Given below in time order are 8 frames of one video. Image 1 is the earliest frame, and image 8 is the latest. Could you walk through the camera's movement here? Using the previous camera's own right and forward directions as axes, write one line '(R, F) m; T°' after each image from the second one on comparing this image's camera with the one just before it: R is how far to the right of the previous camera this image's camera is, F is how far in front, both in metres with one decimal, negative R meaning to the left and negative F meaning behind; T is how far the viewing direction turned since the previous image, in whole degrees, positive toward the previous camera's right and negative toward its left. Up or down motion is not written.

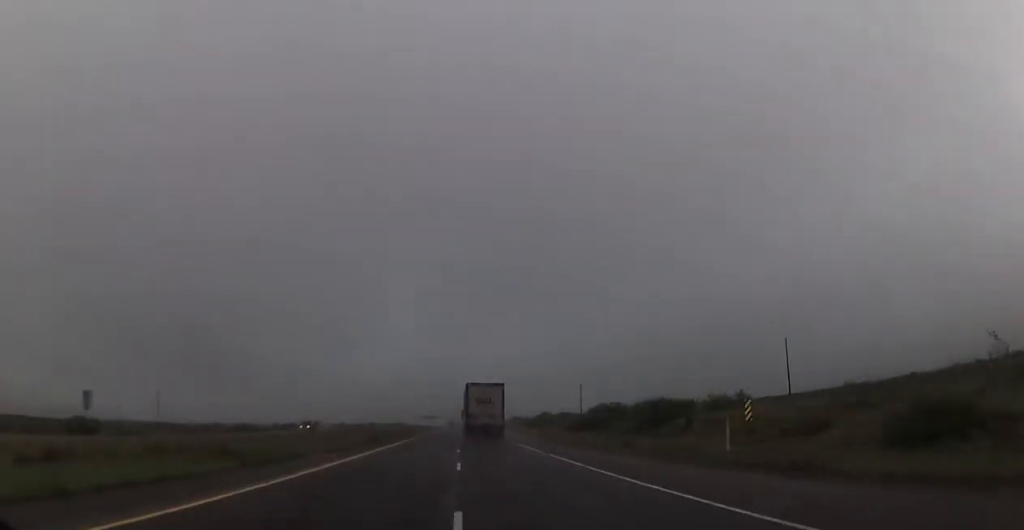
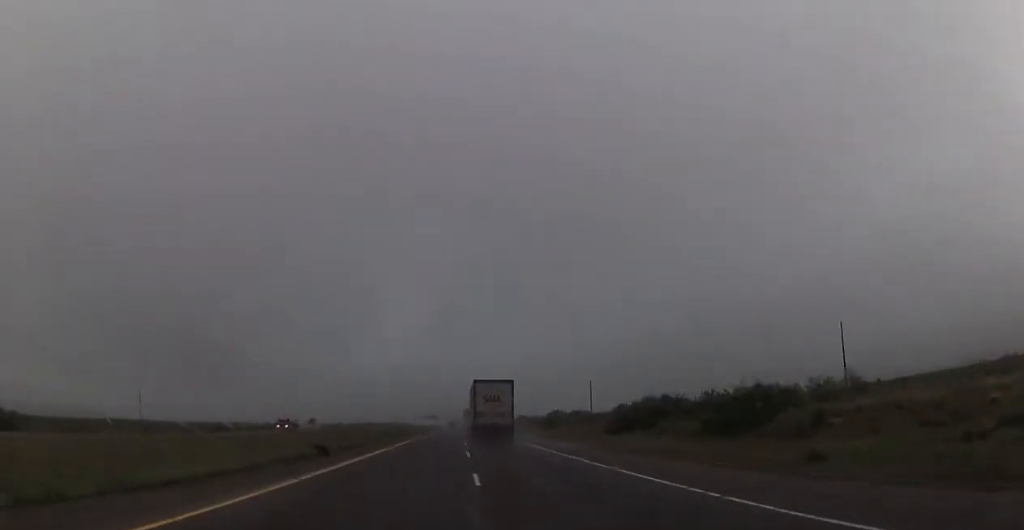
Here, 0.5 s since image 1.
(0.0, +17.1) m; 0°
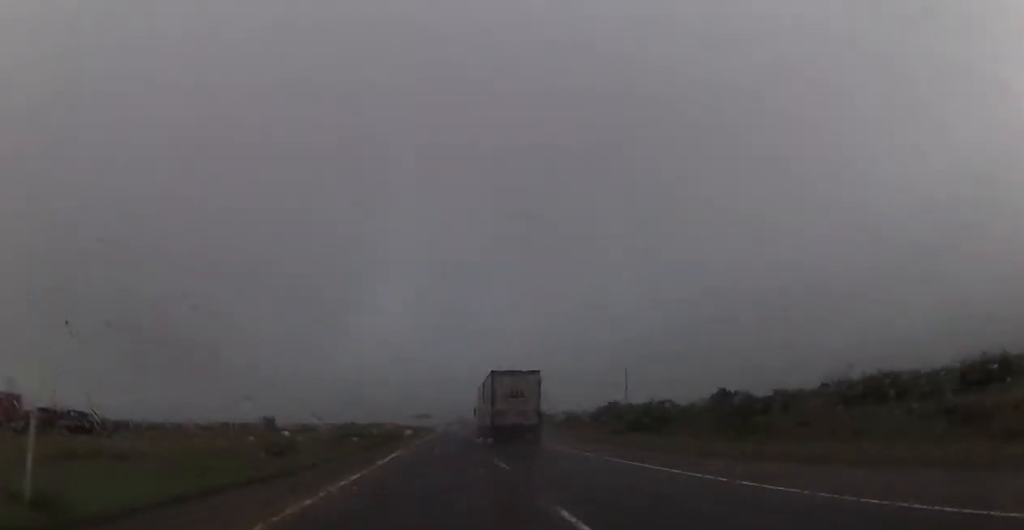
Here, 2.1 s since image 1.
(+0.1, +56.0) m; +1°
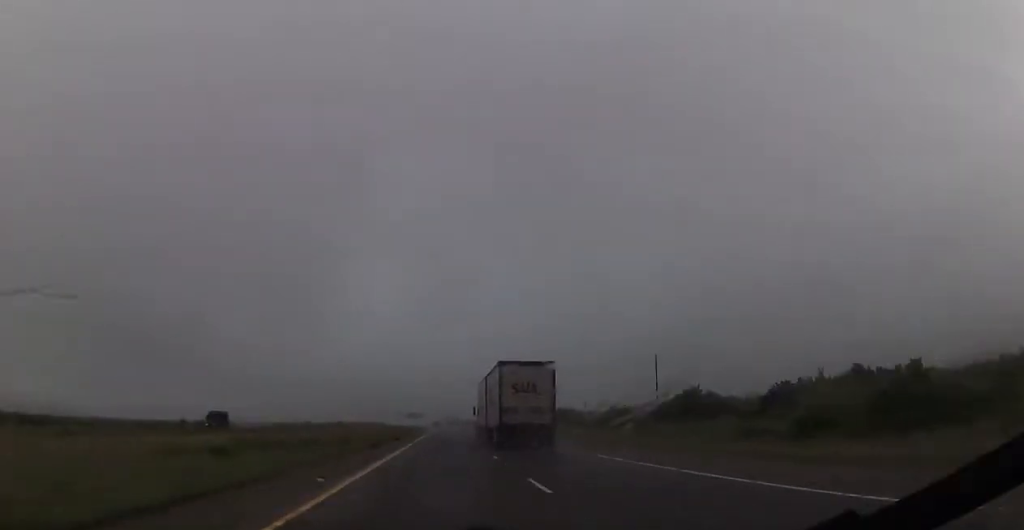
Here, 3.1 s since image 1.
(+0.5, +32.0) m; 0°
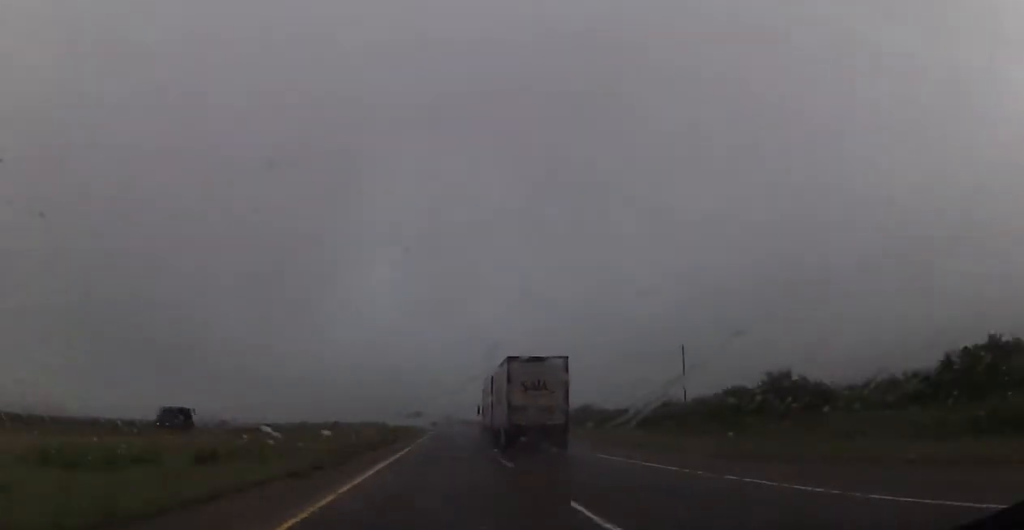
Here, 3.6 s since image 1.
(-0.2, +17.1) m; 0°
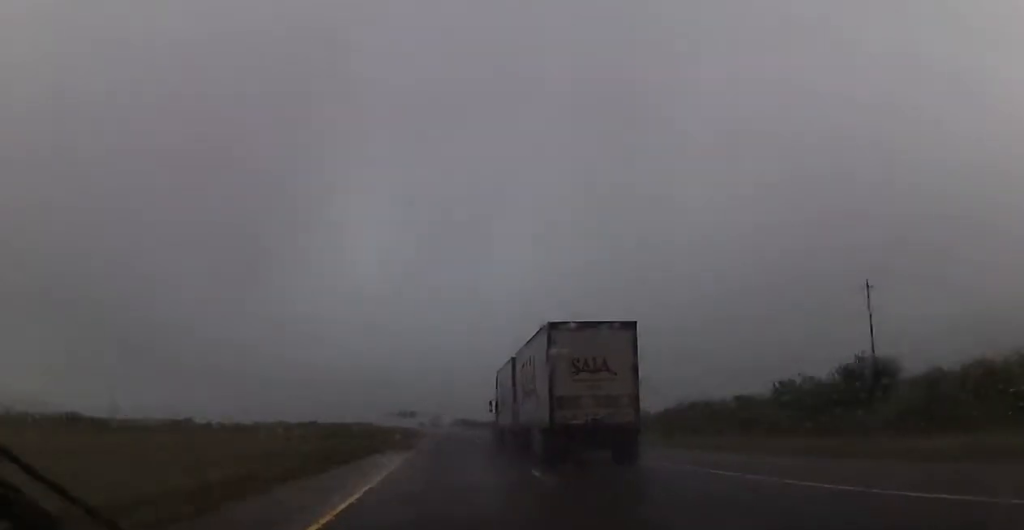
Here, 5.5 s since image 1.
(+0.6, +66.1) m; +1°
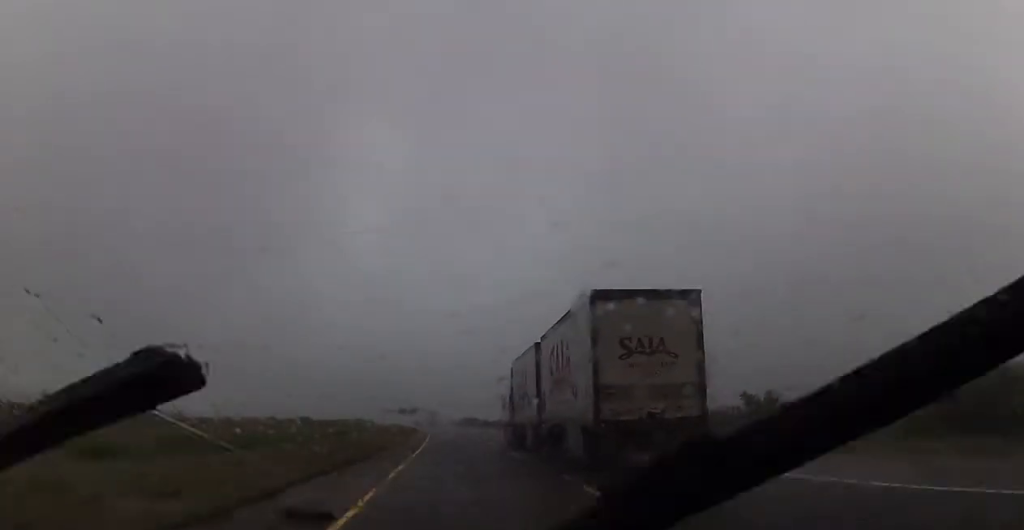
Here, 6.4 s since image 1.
(-0.2, +29.5) m; 0°
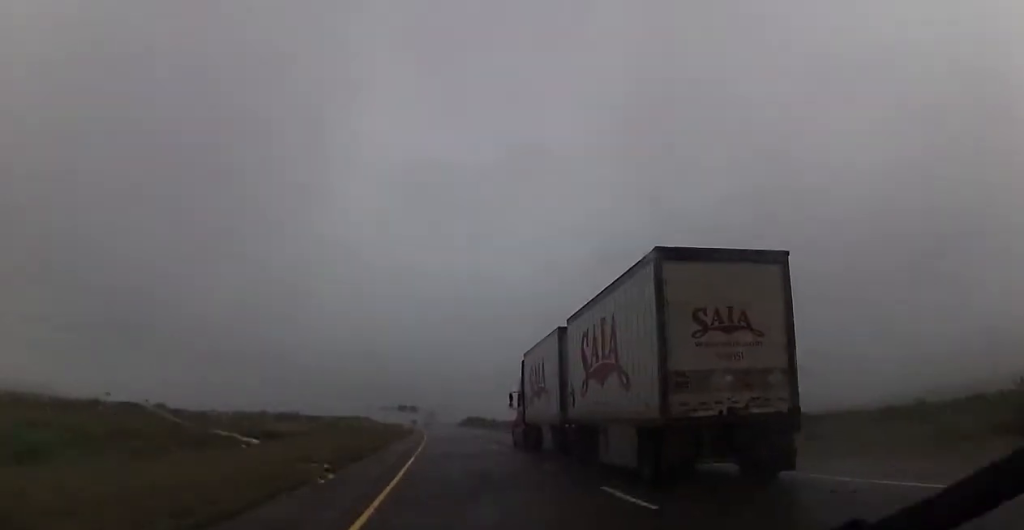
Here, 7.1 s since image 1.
(0.0, +24.9) m; 0°
